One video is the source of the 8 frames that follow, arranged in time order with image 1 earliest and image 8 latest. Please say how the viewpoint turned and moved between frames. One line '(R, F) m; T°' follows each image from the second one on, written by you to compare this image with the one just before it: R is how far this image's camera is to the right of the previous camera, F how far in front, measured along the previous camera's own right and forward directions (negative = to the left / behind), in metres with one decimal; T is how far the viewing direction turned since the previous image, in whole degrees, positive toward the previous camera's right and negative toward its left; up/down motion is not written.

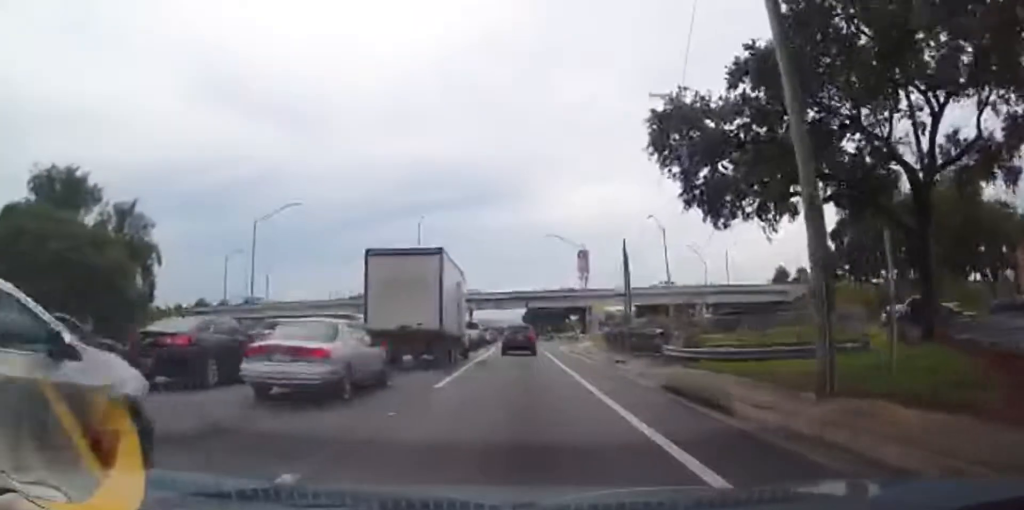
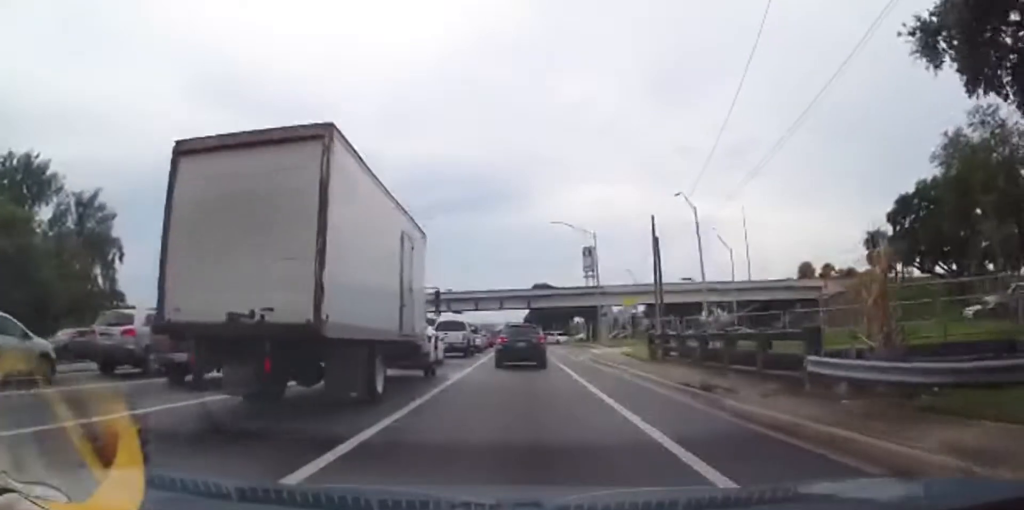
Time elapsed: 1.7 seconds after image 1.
(-0.2, +10.7) m; +1°
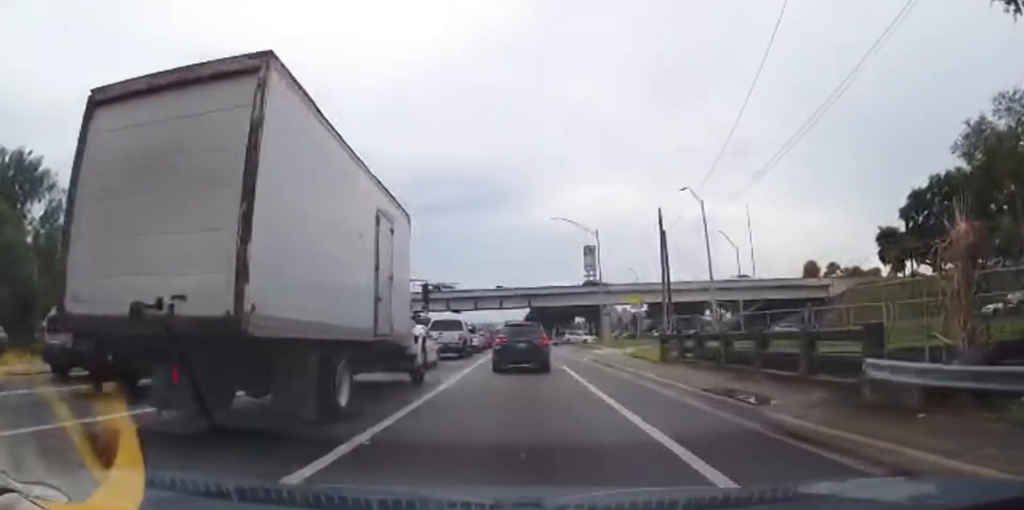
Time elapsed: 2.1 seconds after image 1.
(0.0, +1.9) m; 0°
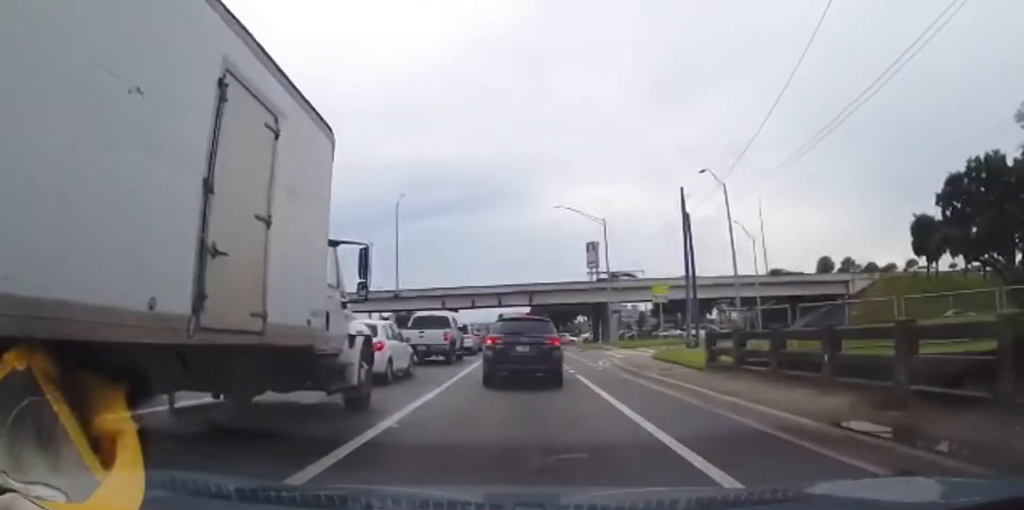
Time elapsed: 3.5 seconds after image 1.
(+0.1, +5.4) m; -2°
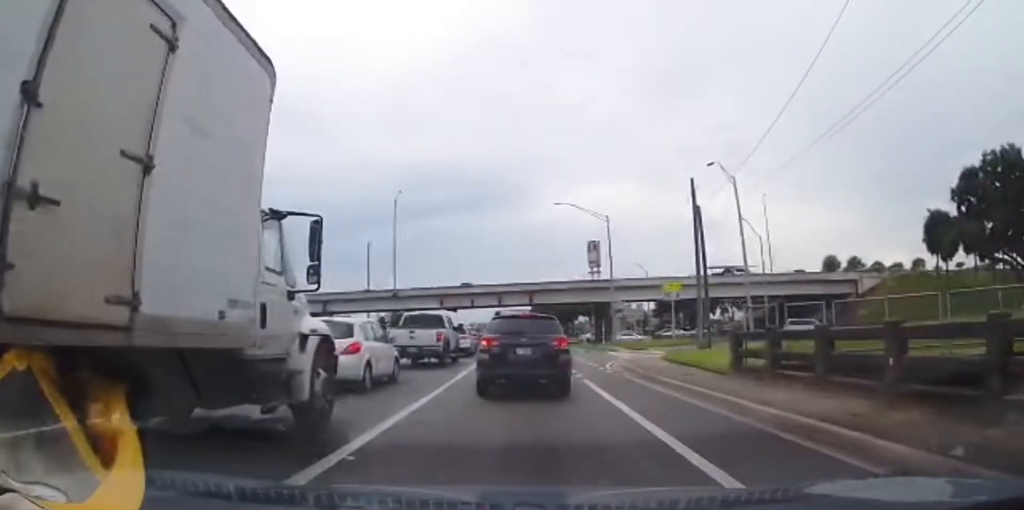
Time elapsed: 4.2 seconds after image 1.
(-0.1, +2.2) m; +1°
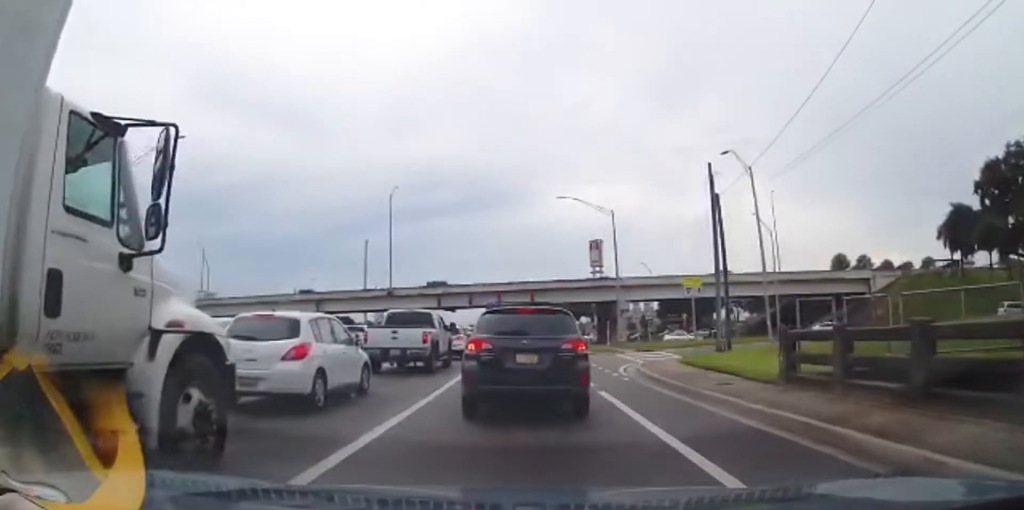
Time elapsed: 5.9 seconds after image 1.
(+0.3, +2.9) m; +3°
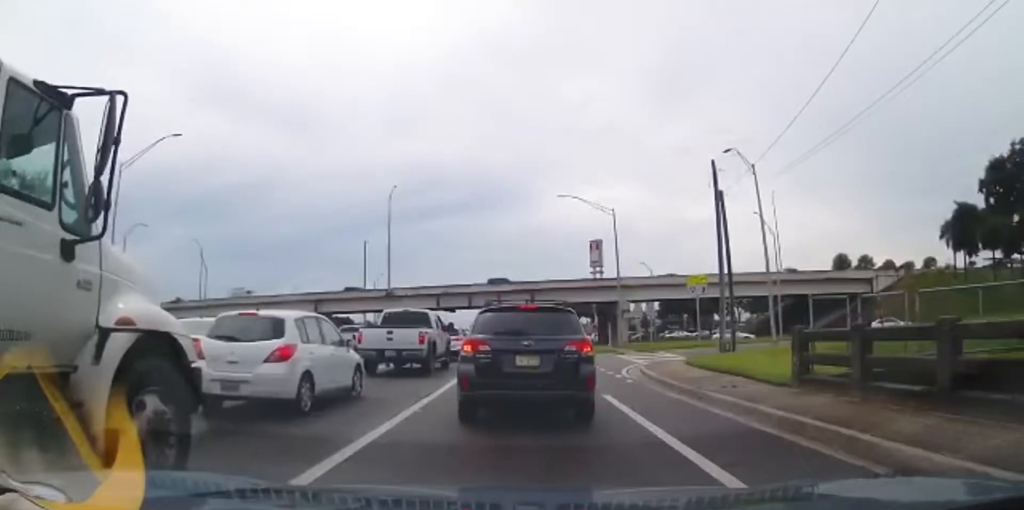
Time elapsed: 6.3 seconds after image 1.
(-0.1, +0.3) m; 0°
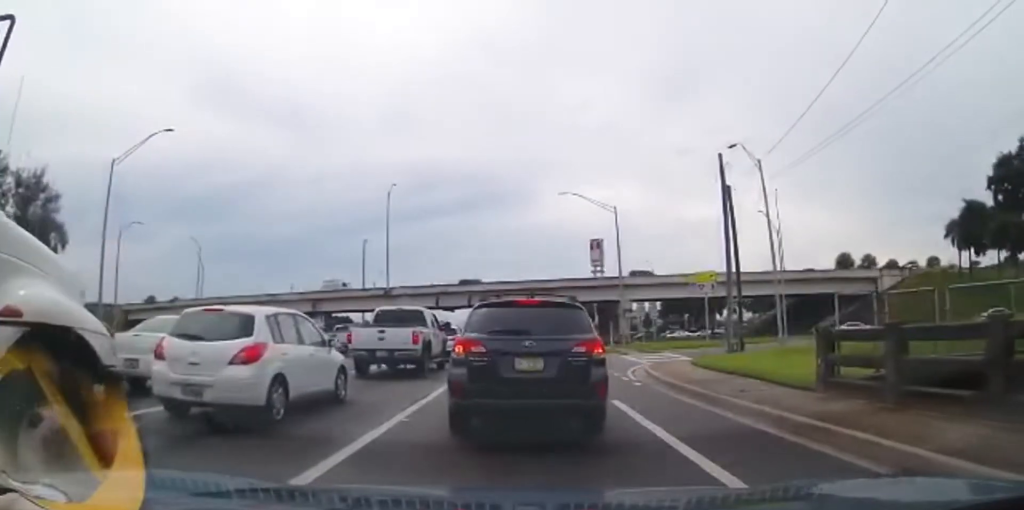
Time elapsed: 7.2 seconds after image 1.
(-0.2, +0.2) m; 0°
